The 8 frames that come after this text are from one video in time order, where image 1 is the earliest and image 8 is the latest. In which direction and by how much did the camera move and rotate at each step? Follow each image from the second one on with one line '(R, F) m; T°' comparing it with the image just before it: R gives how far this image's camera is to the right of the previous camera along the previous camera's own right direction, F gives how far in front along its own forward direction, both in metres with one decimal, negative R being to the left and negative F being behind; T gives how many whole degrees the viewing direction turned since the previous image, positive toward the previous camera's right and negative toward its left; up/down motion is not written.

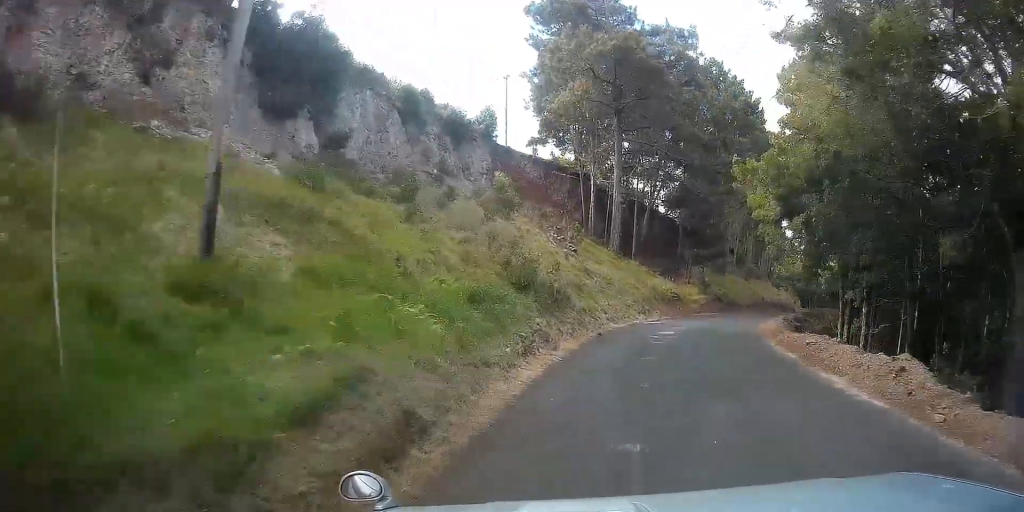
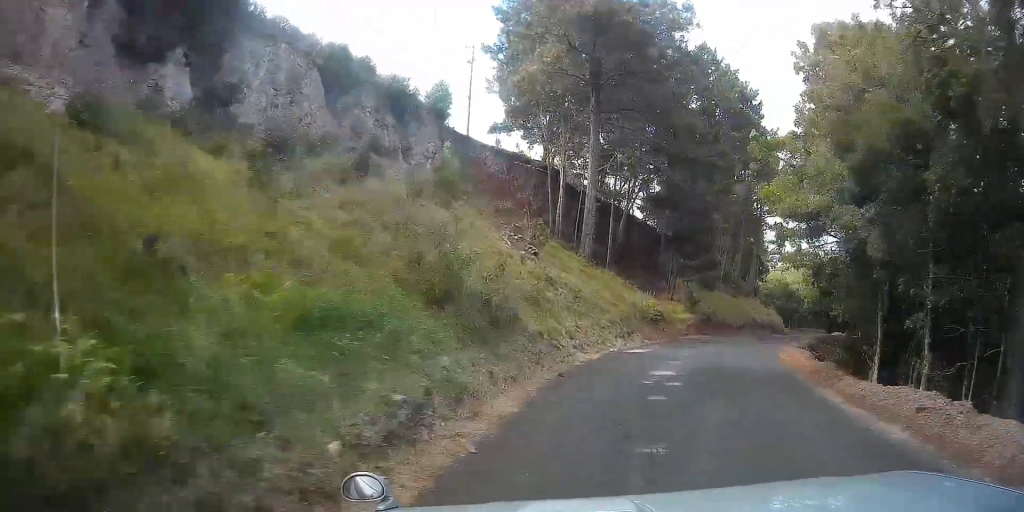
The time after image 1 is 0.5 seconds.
(+0.4, +6.1) m; +5°
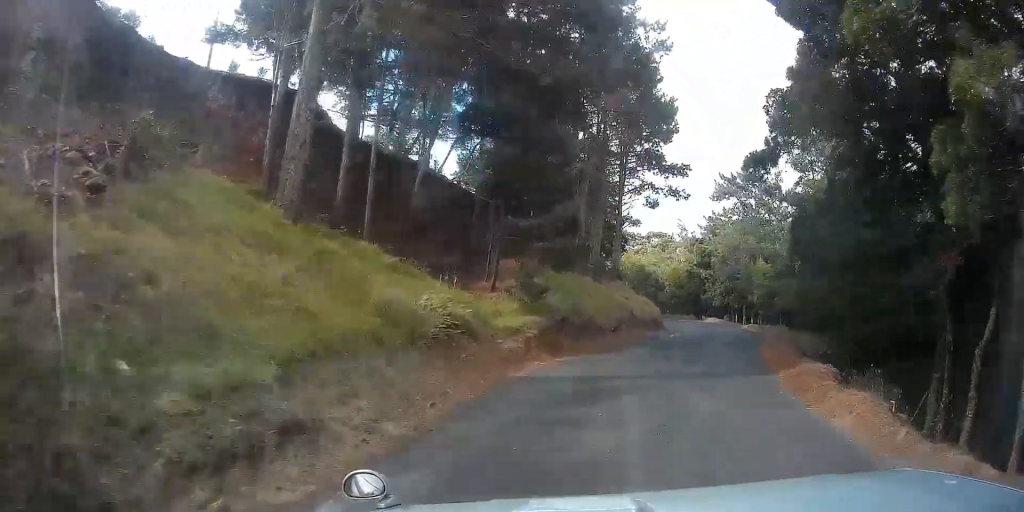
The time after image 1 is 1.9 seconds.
(+2.1, +16.5) m; +18°
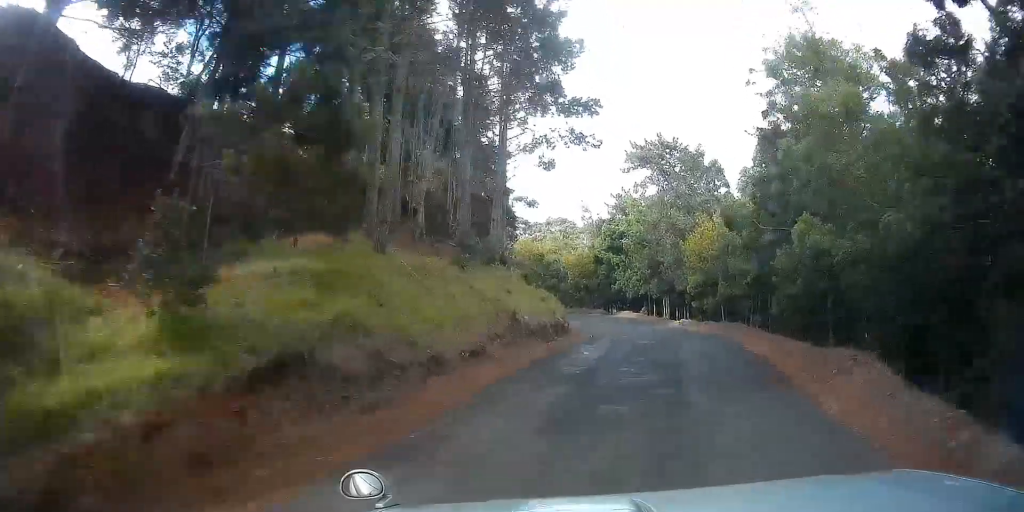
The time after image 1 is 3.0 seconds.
(+1.7, +12.4) m; +8°
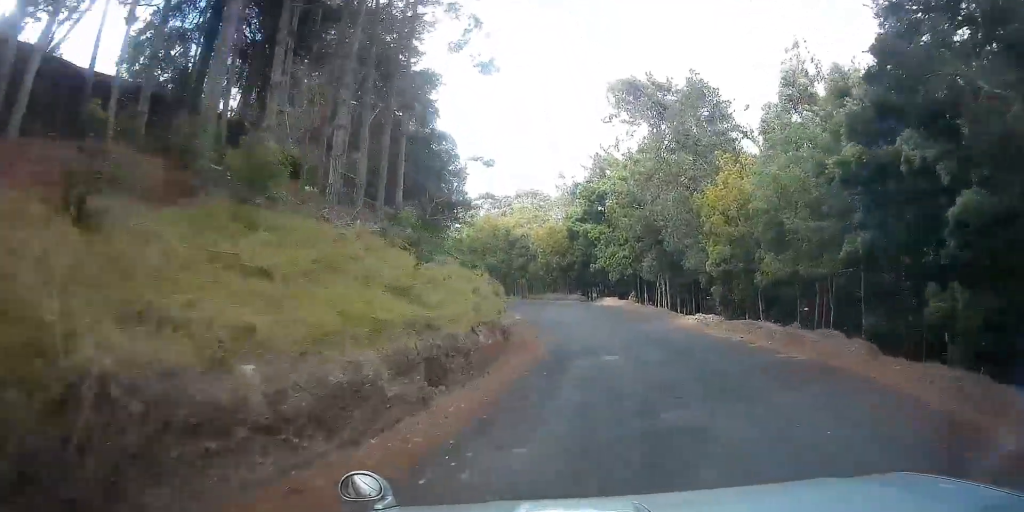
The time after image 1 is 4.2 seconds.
(-0.2, +14.4) m; -3°
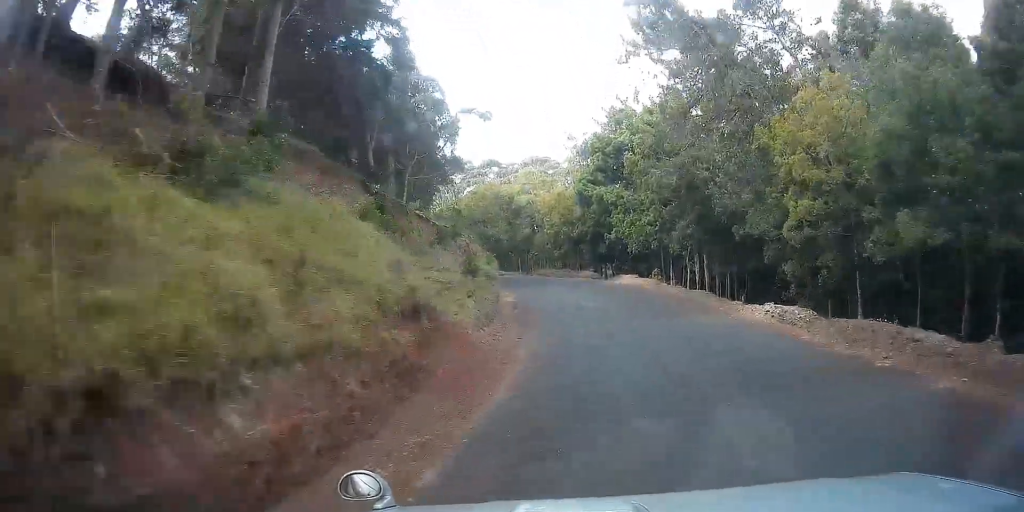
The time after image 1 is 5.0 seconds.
(-0.4, +9.0) m; -1°
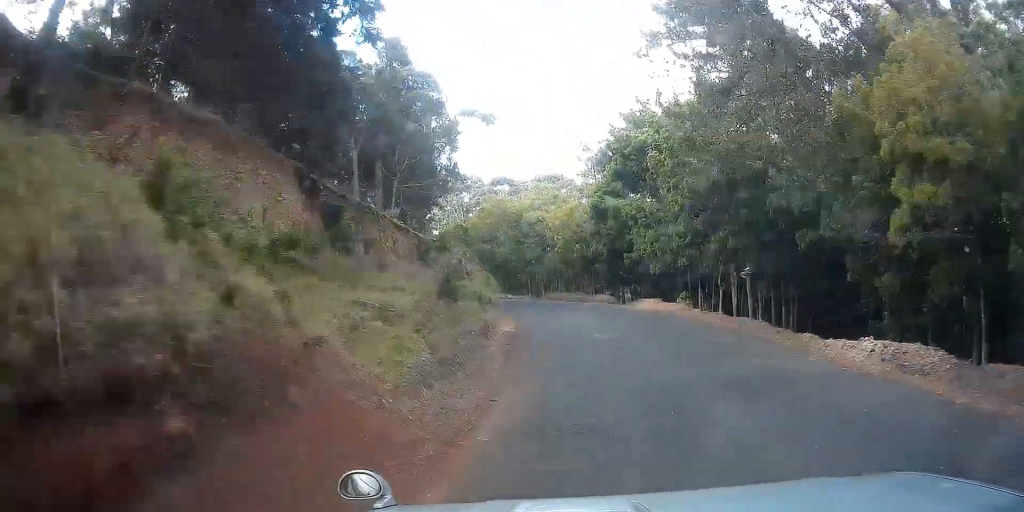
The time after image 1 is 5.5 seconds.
(0.0, +5.5) m; -1°
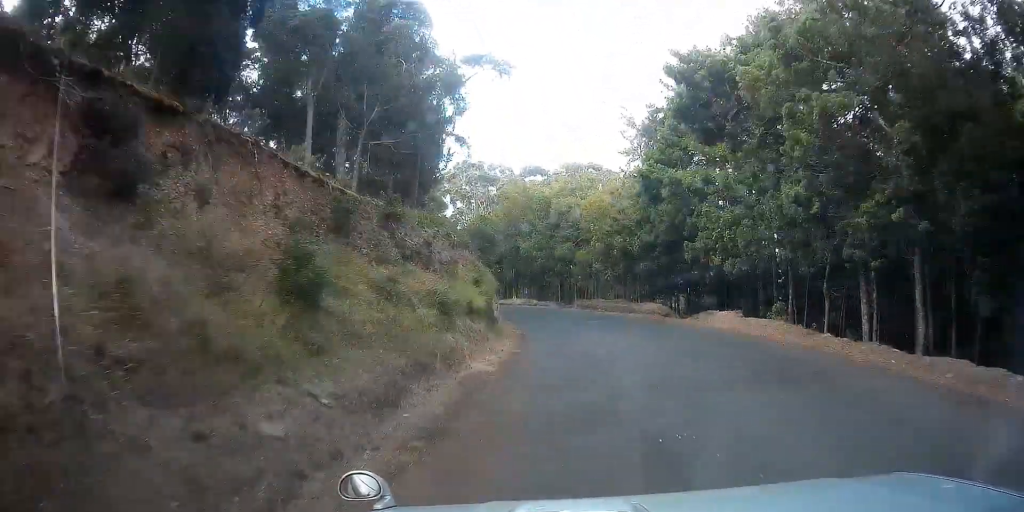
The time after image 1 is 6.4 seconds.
(-0.1, +11.2) m; -3°
